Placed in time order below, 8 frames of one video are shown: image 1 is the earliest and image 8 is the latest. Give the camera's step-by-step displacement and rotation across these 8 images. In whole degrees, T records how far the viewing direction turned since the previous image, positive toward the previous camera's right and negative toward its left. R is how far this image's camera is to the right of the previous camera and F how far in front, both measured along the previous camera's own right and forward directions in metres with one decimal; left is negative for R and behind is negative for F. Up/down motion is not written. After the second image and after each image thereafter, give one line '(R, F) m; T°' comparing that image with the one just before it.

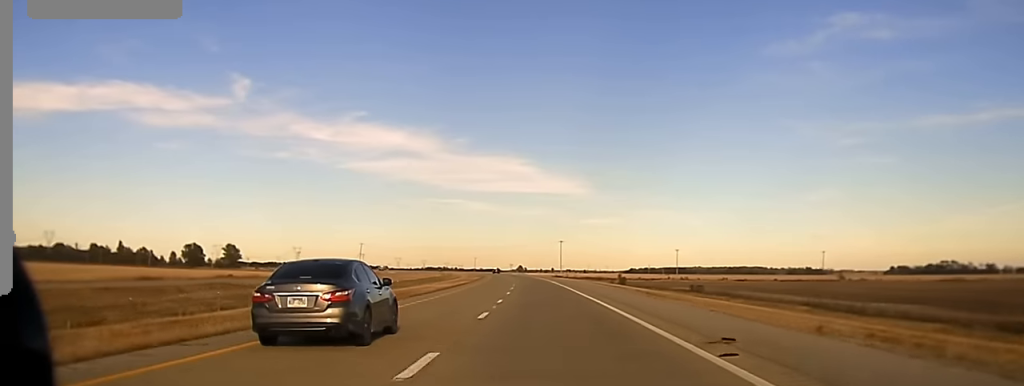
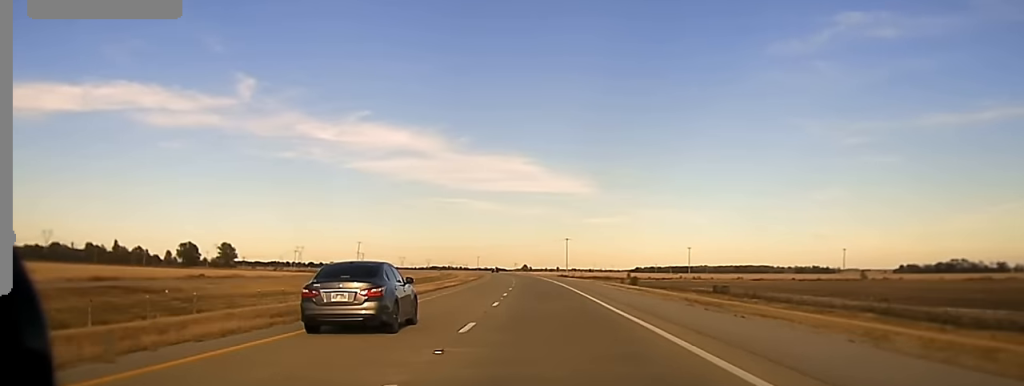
(-0.1, +15.5) m; -1°
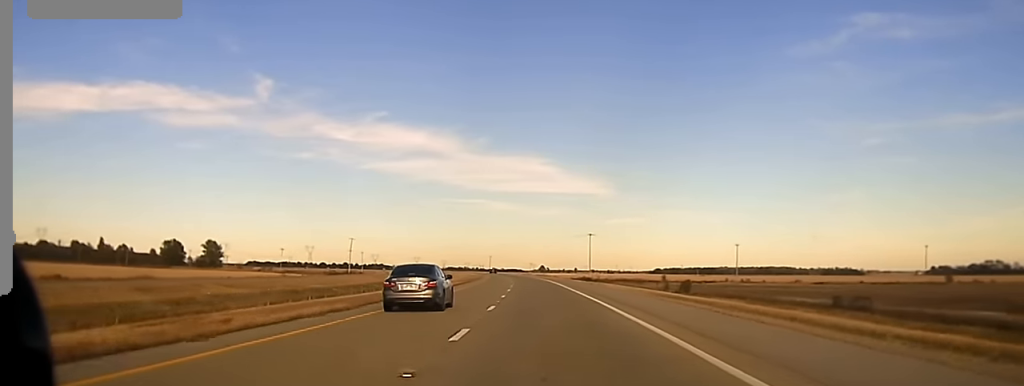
(0.0, +51.3) m; 0°
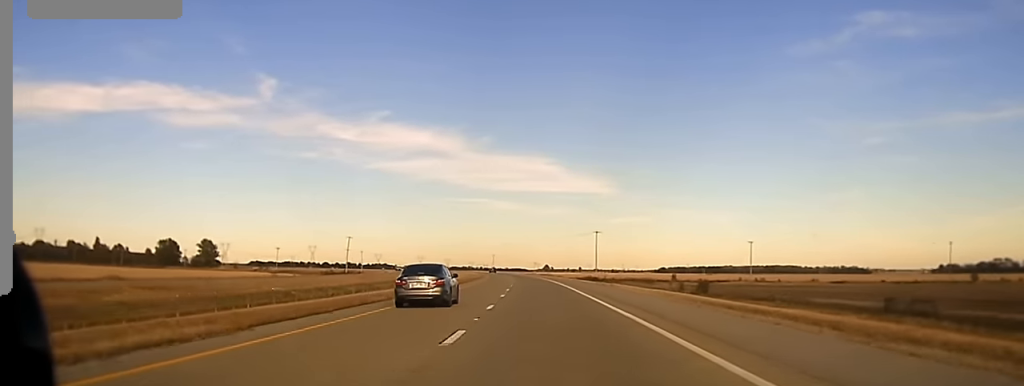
(0.0, +11.6) m; 0°
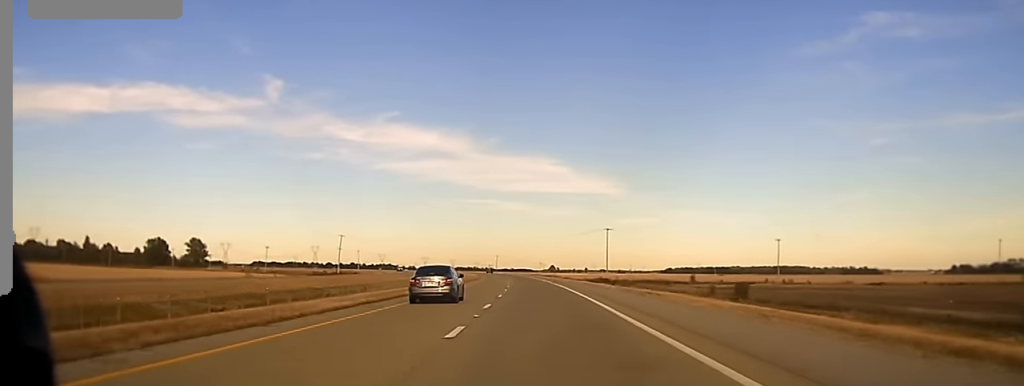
(-0.2, +23.2) m; -1°
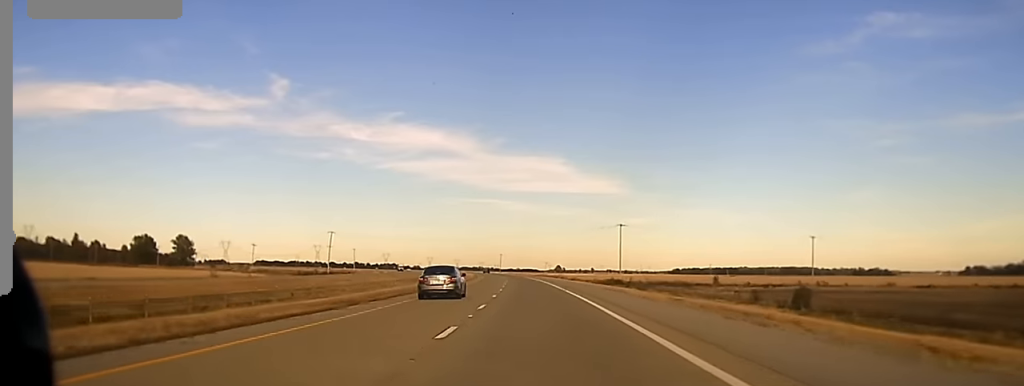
(0.0, +24.2) m; -1°
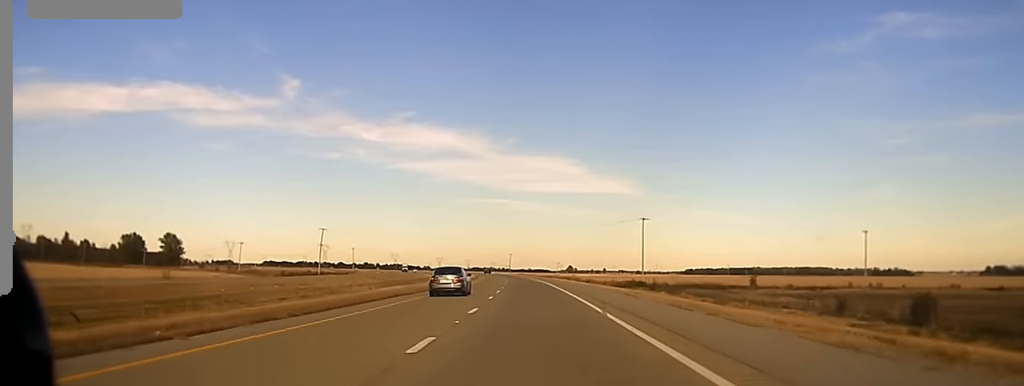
(-0.6, +27.1) m; 0°
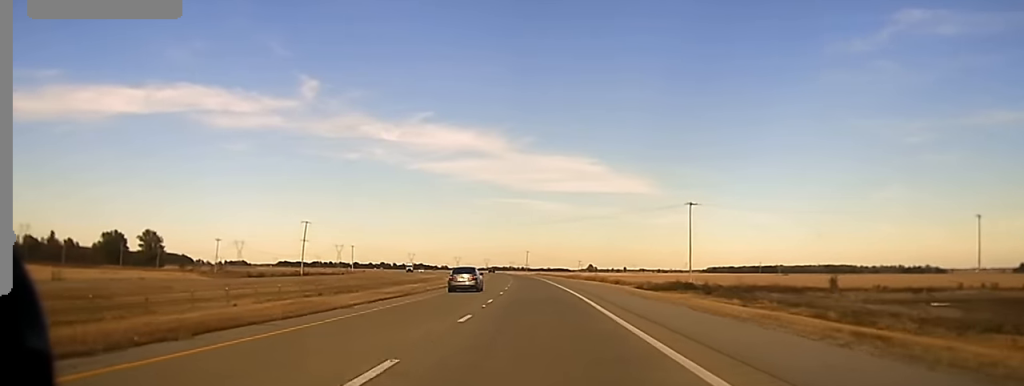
(+0.3, +40.8) m; -1°
